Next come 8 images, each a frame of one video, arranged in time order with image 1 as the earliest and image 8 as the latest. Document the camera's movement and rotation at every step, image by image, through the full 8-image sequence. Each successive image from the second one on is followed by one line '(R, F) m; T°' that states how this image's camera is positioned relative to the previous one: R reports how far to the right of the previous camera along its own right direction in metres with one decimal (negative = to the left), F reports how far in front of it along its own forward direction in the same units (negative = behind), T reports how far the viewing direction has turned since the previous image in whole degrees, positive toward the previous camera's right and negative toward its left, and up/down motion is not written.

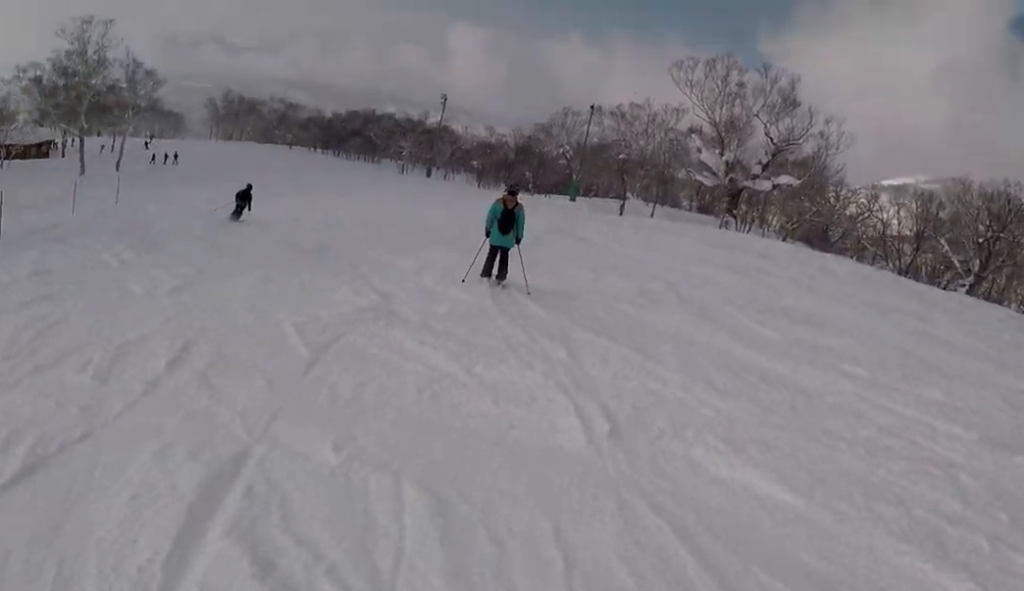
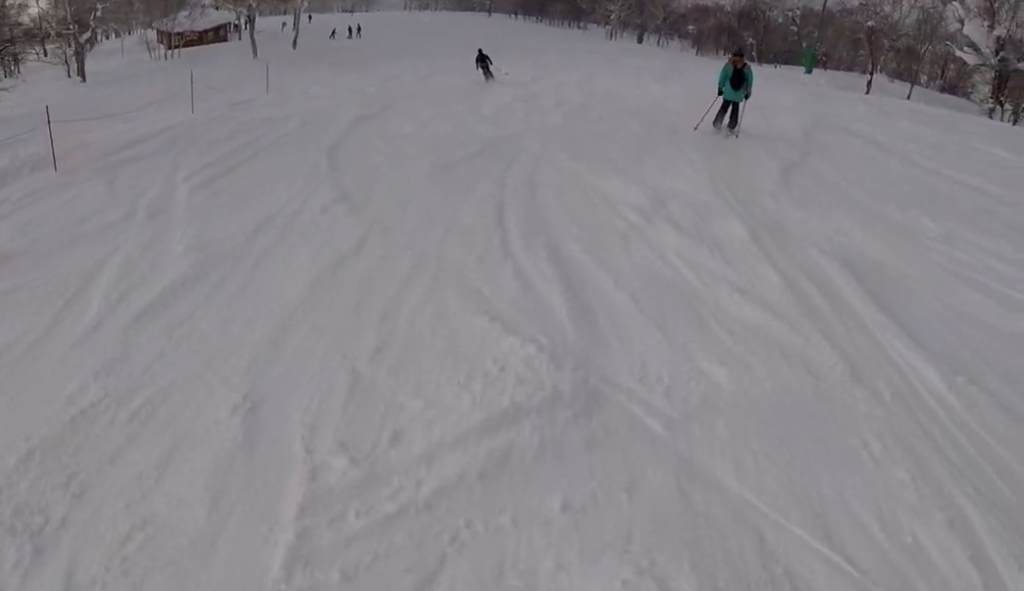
(-0.6, +6.5) m; -5°
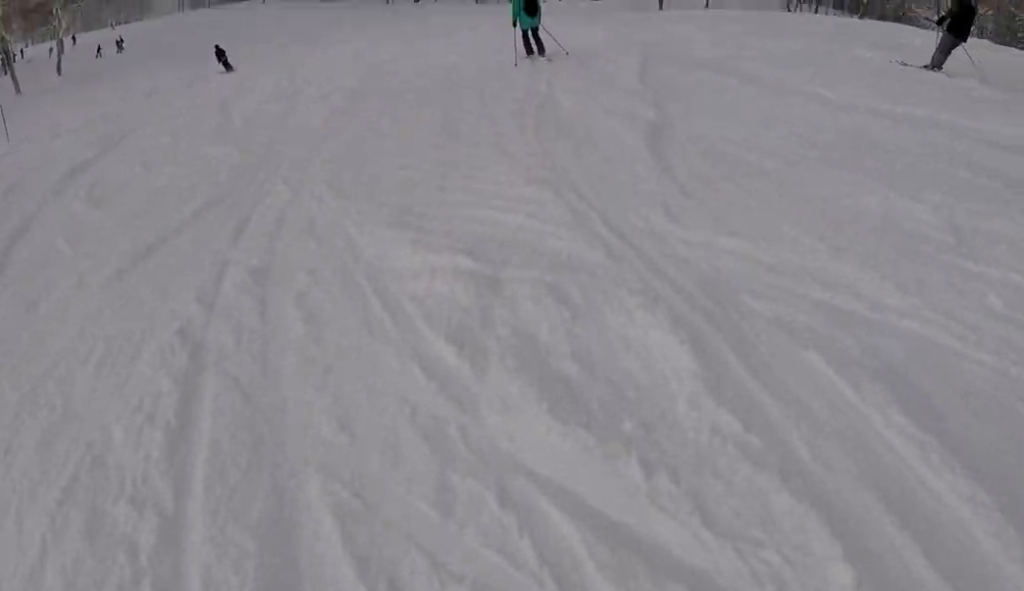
(0.0, +4.2) m; 0°
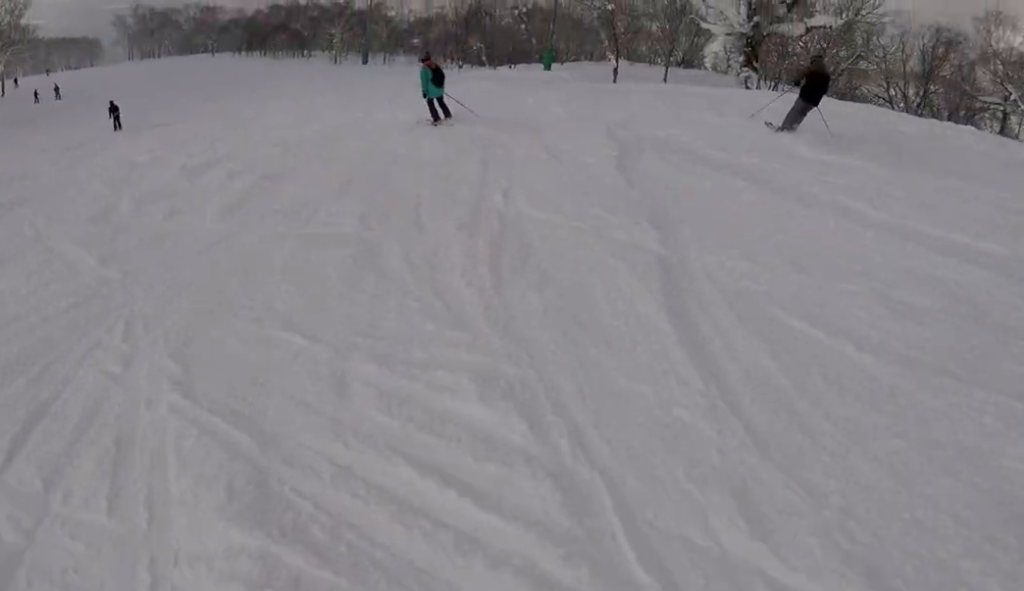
(0.0, +2.9) m; -1°
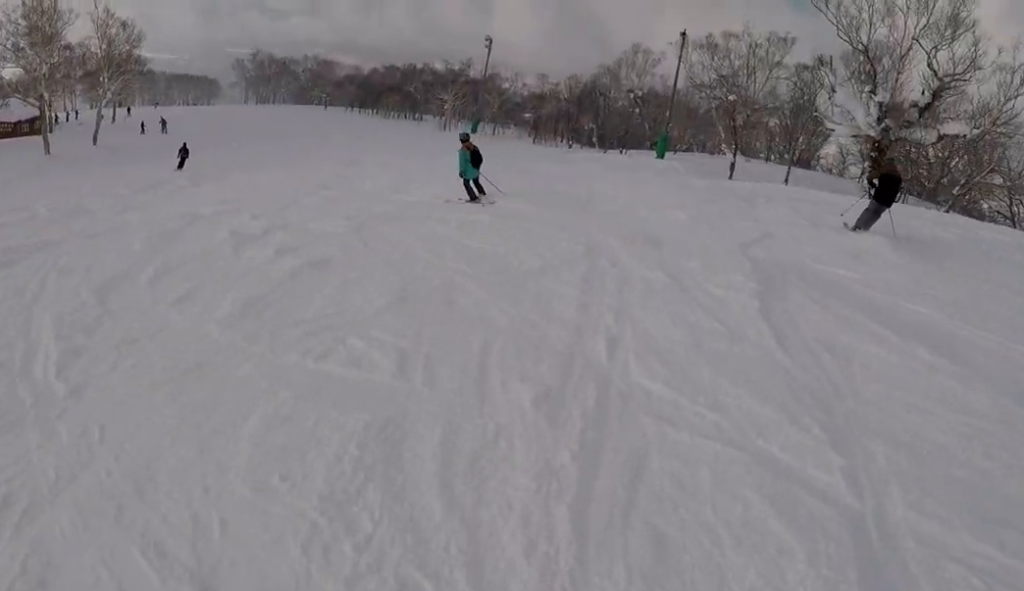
(0.0, +2.7) m; -3°
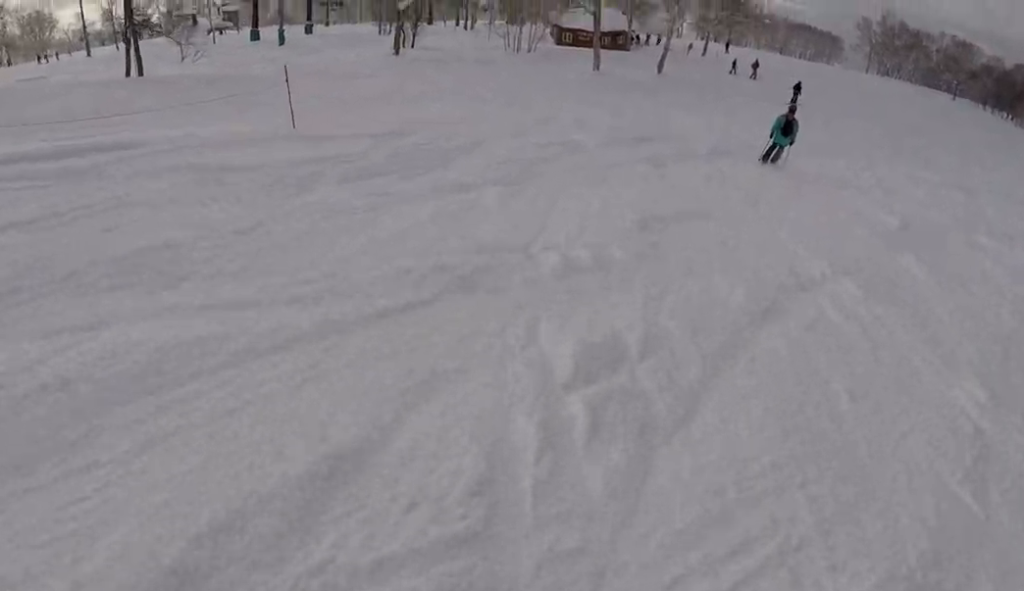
(-2.3, +13.5) m; -13°
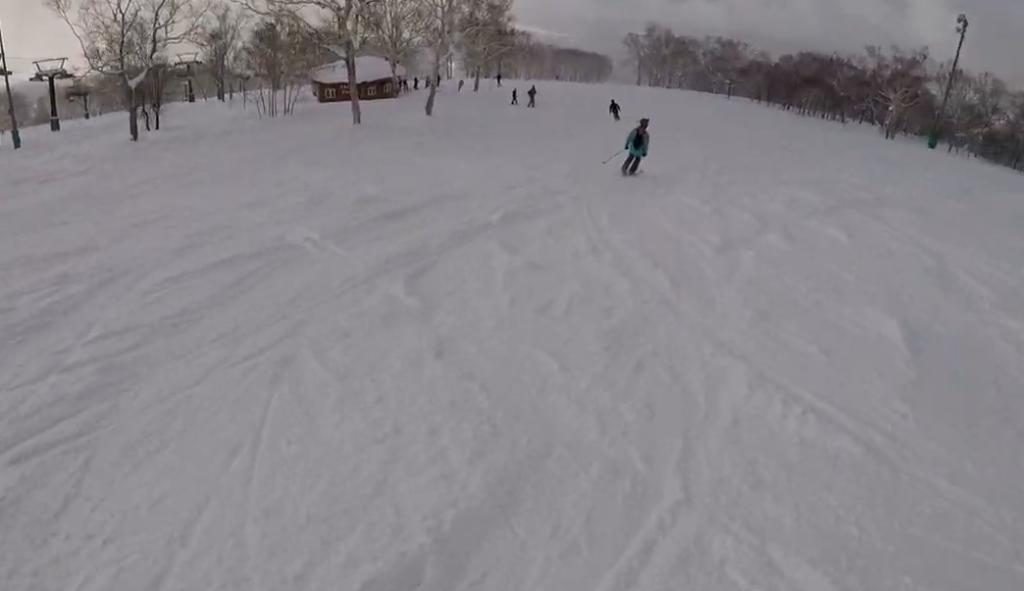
(+0.1, +7.2) m; +5°
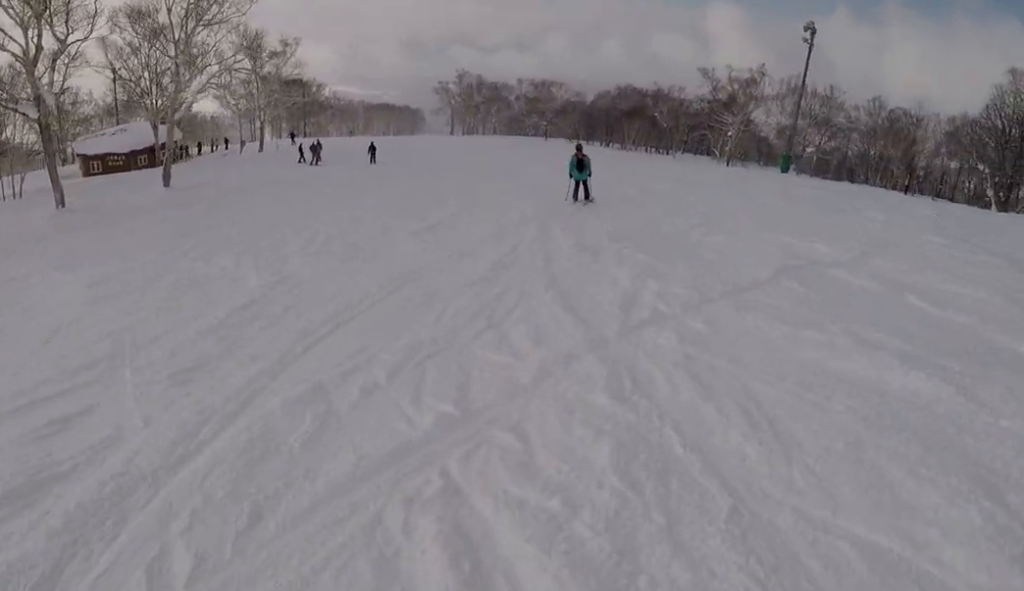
(+0.9, +12.7) m; +4°
